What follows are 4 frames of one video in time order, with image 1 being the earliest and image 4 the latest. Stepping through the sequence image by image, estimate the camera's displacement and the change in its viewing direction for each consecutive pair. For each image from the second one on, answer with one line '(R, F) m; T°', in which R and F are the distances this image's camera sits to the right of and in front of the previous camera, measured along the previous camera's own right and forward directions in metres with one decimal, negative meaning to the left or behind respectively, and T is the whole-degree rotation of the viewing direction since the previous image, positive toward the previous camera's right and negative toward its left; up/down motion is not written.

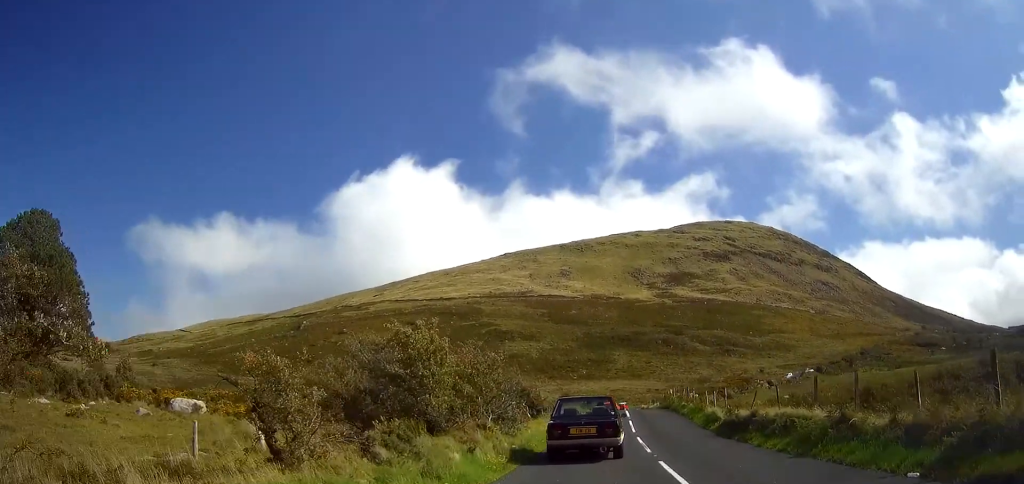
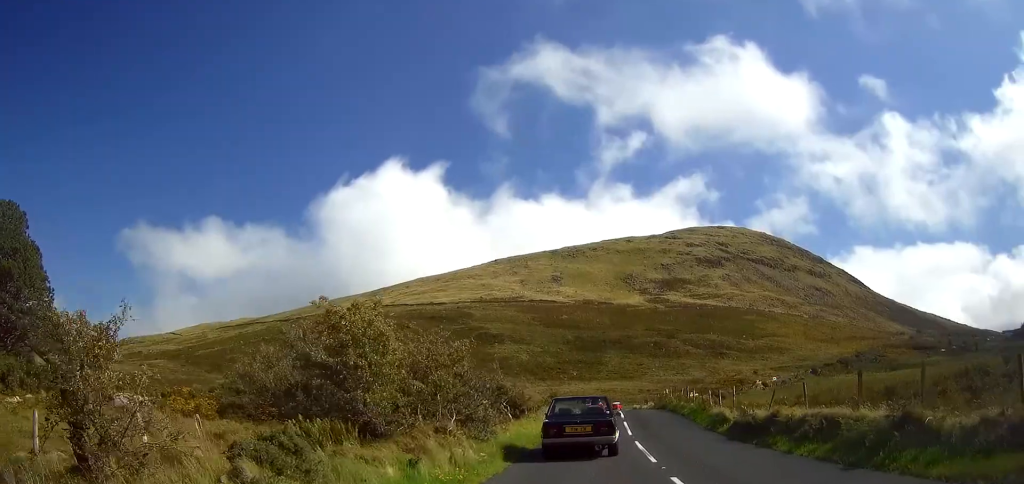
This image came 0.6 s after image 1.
(0.0, +3.7) m; 0°
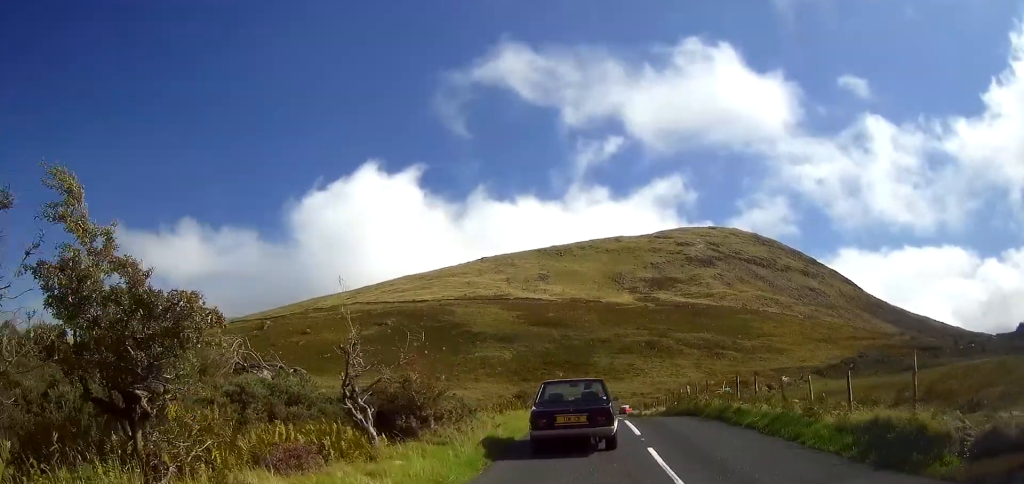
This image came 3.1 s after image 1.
(-0.2, +15.4) m; -1°
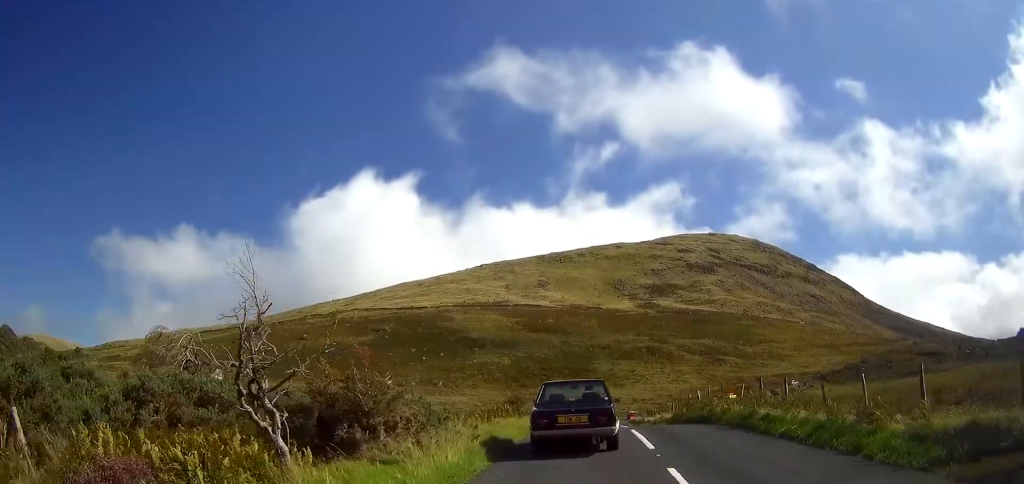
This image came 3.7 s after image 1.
(0.0, +3.1) m; +1°
